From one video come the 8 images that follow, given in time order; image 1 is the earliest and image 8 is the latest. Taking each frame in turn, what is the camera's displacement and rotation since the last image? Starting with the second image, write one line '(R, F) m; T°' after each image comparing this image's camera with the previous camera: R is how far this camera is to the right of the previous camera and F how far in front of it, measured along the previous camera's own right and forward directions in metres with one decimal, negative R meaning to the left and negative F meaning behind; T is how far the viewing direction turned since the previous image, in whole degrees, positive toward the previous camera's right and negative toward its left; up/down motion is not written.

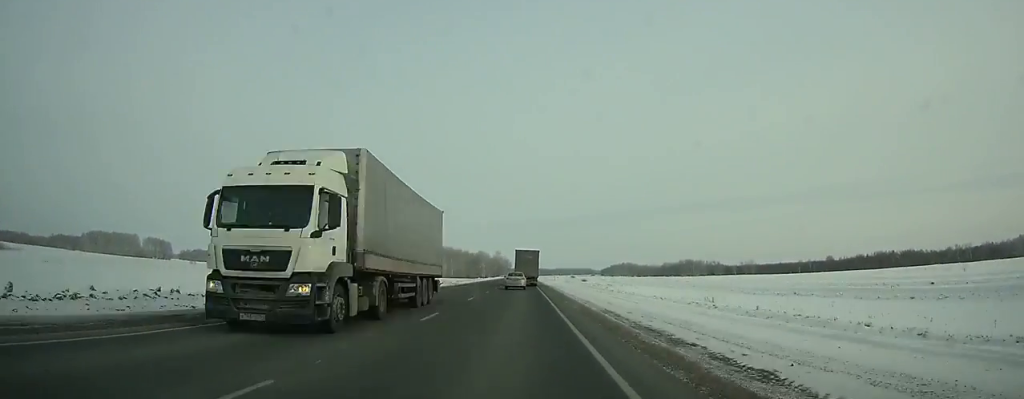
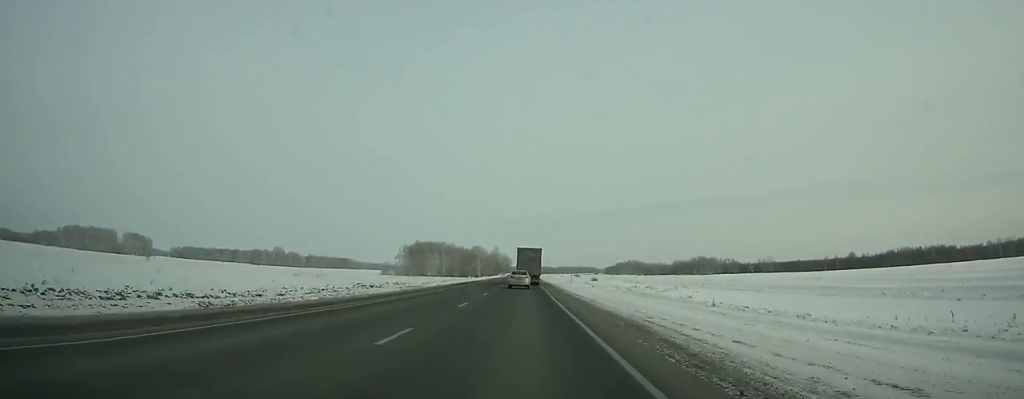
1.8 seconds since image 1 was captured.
(-0.1, +41.5) m; 0°
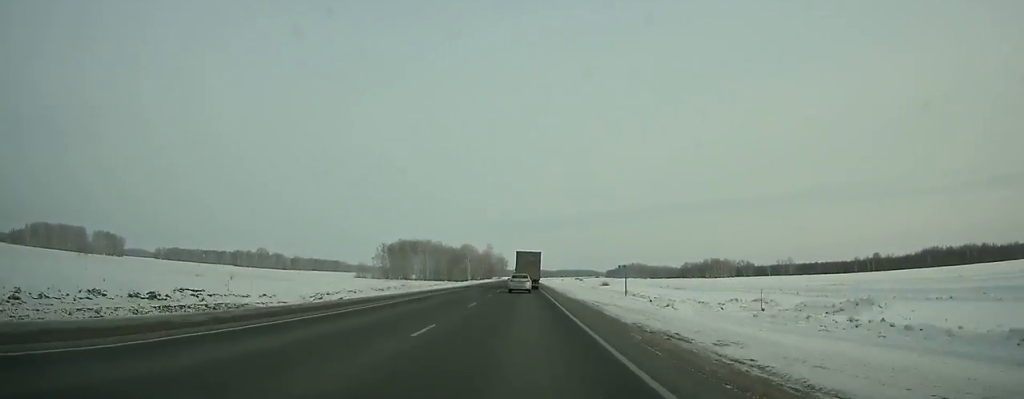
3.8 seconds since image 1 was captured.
(+0.1, +46.4) m; 0°
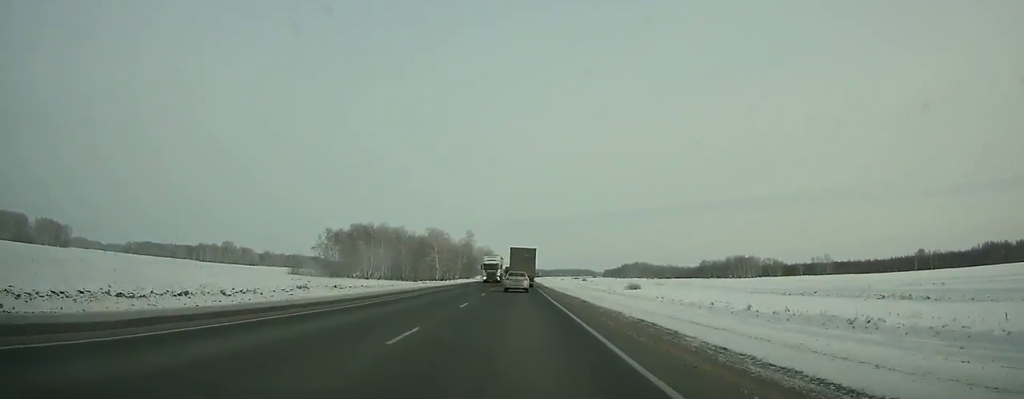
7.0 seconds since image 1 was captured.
(+0.2, +74.9) m; 0°
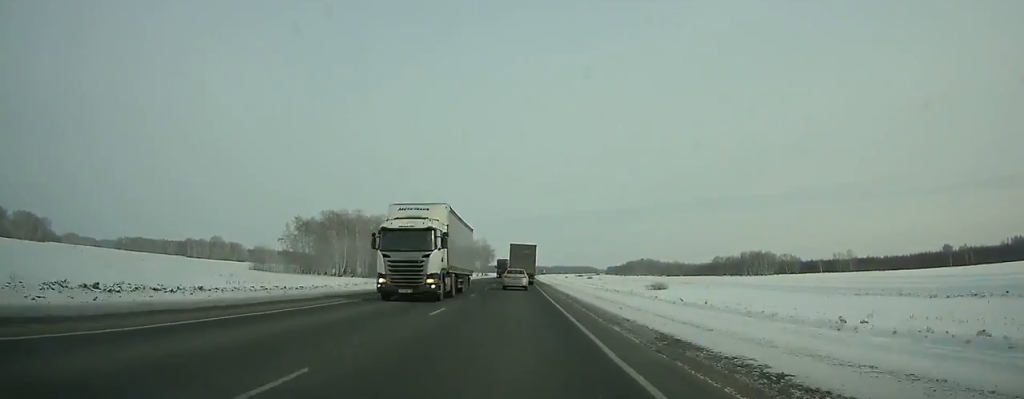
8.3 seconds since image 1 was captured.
(0.0, +30.7) m; 0°
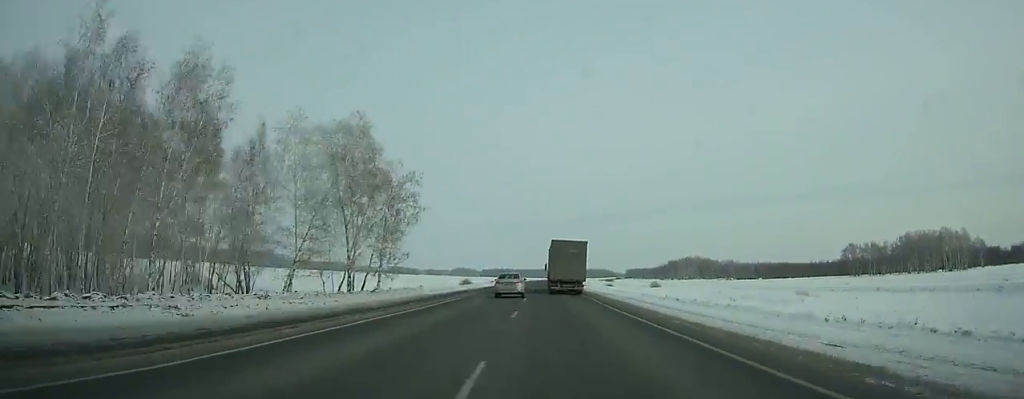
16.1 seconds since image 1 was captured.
(-0.3, +195.3) m; 0°
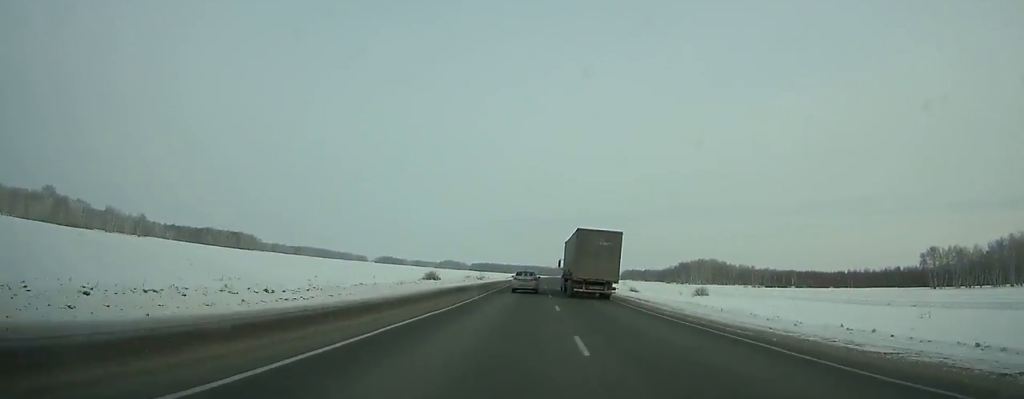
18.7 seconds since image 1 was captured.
(+0.4, +70.5) m; +1°
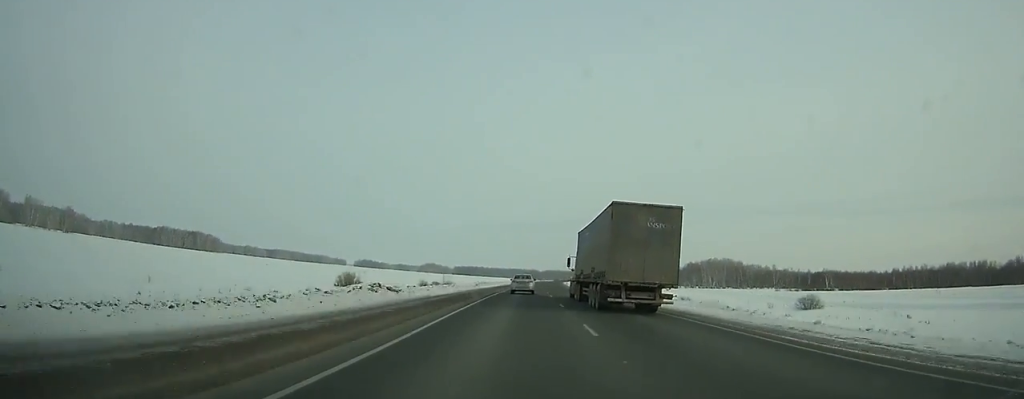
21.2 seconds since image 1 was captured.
(+0.7, +70.9) m; +1°
